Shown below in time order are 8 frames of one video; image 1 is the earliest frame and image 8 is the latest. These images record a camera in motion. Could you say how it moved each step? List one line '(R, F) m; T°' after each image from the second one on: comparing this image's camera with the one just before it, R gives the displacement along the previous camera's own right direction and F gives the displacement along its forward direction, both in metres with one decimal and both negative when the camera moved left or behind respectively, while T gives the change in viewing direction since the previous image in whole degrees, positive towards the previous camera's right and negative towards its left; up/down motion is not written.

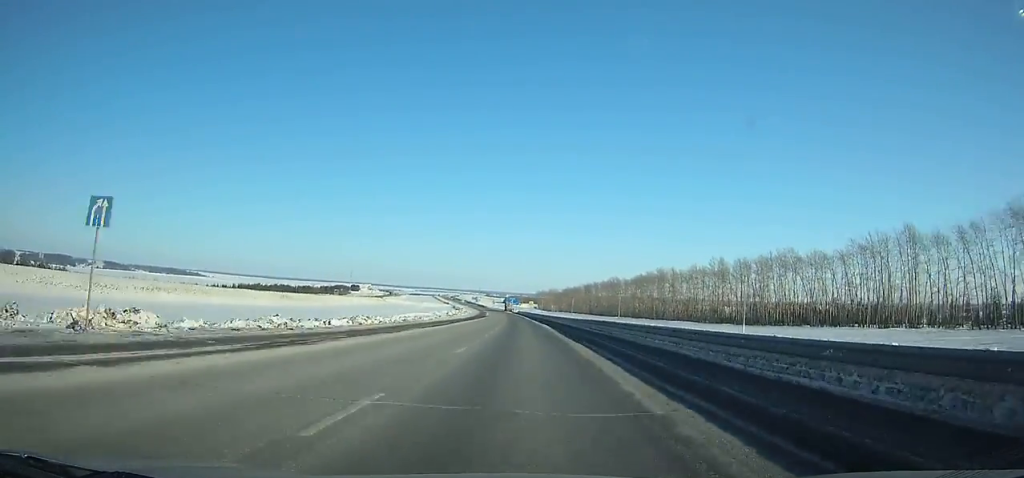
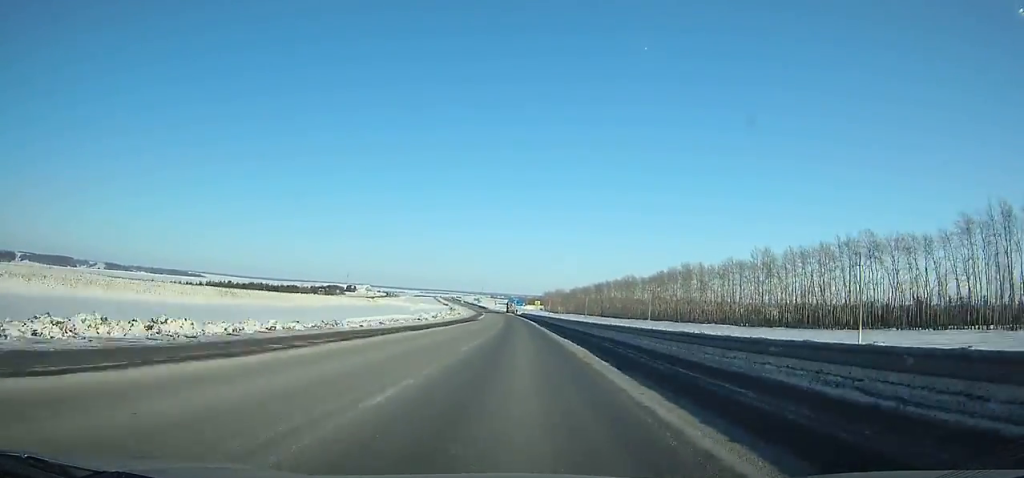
(-0.4, +32.9) m; -1°
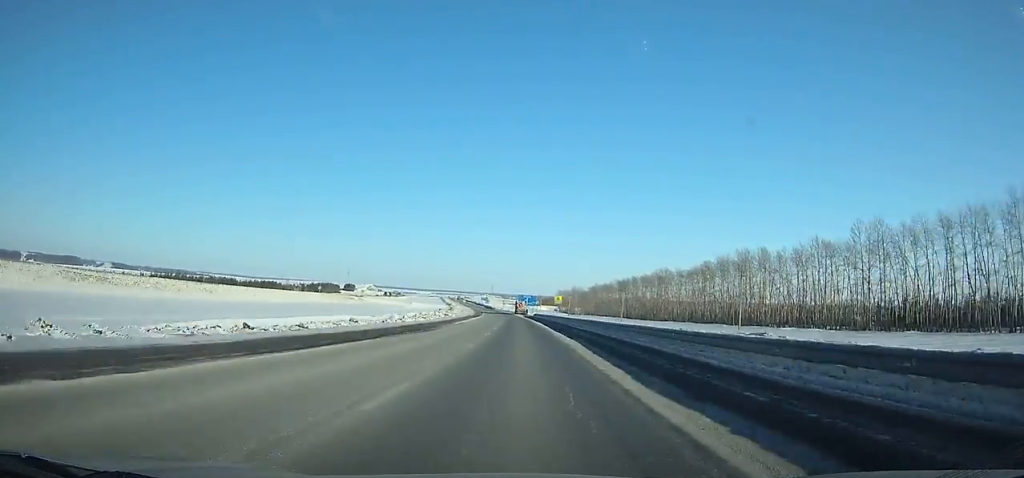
(-0.7, +46.1) m; -1°
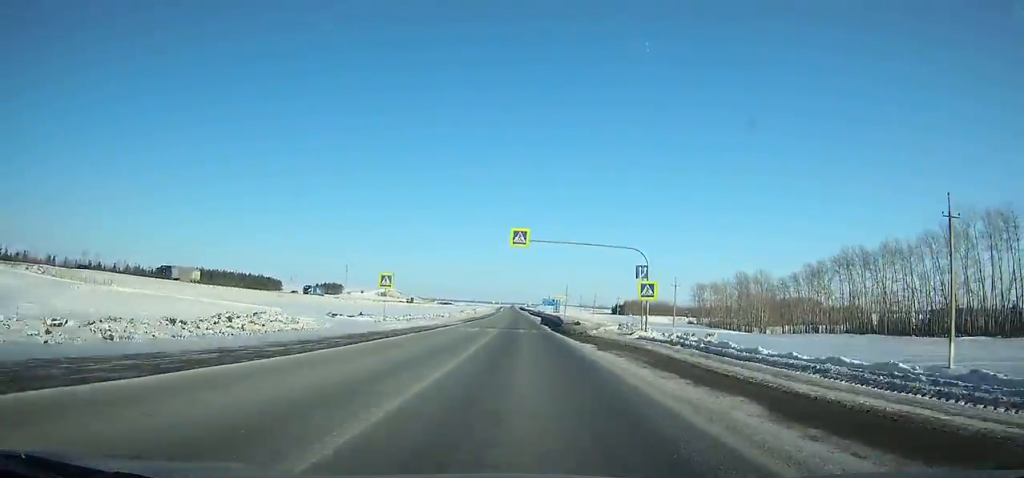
(-11.4, +231.1) m; -6°
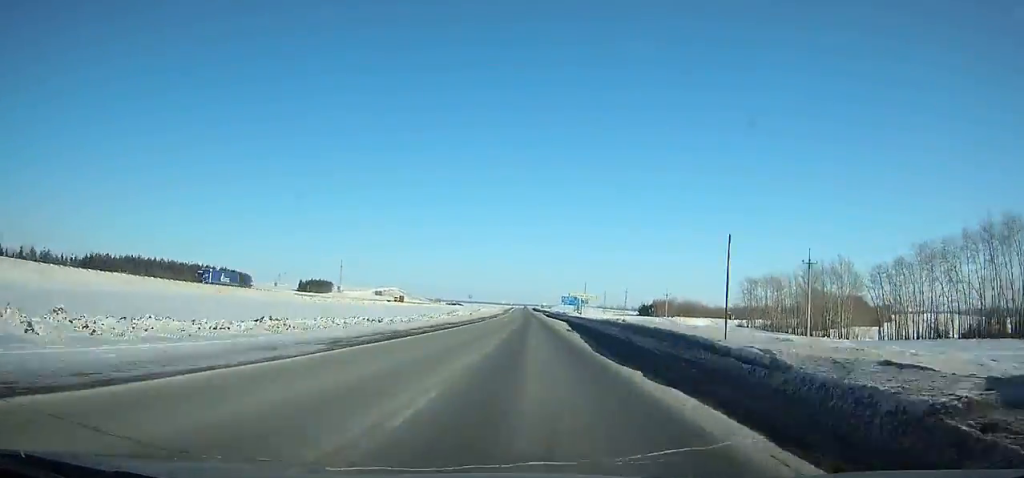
(-0.3, +44.4) m; -1°
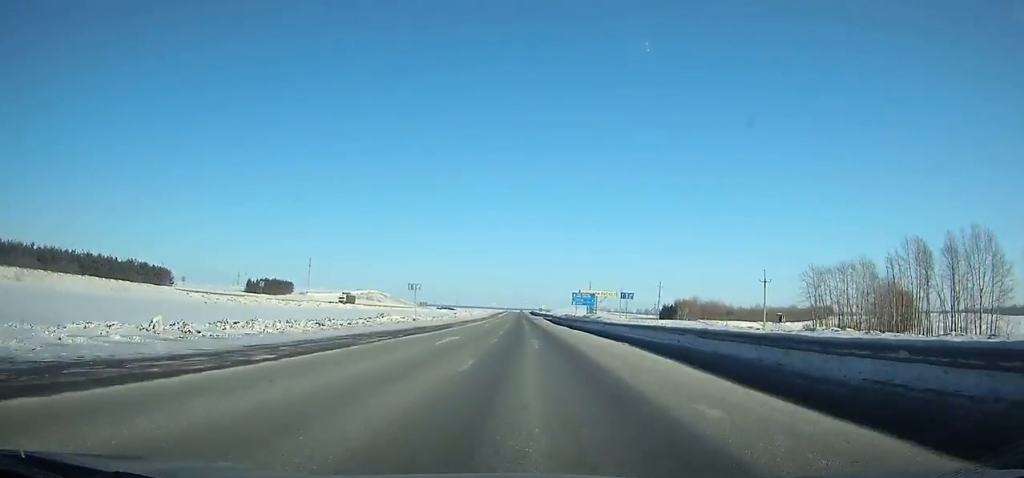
(-0.6, +52.4) m; 0°
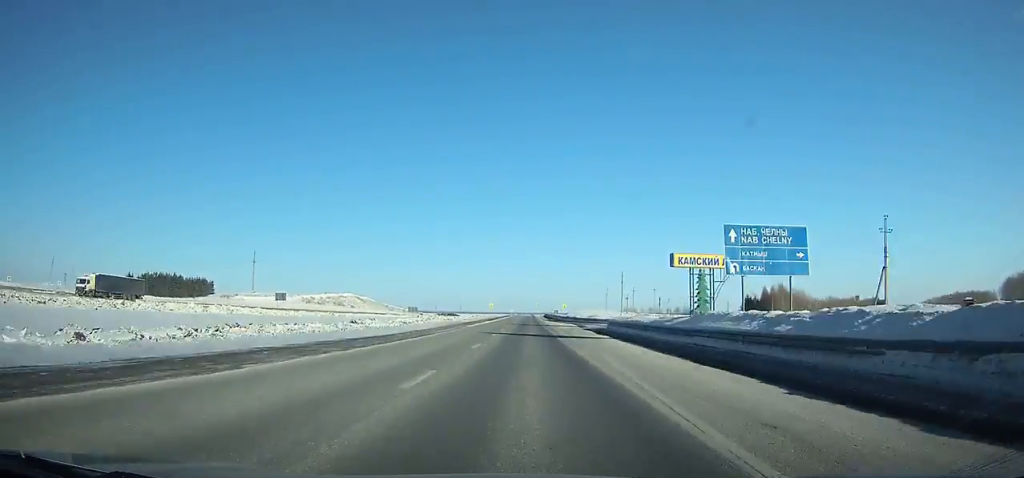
(-0.4, +84.1) m; -1°
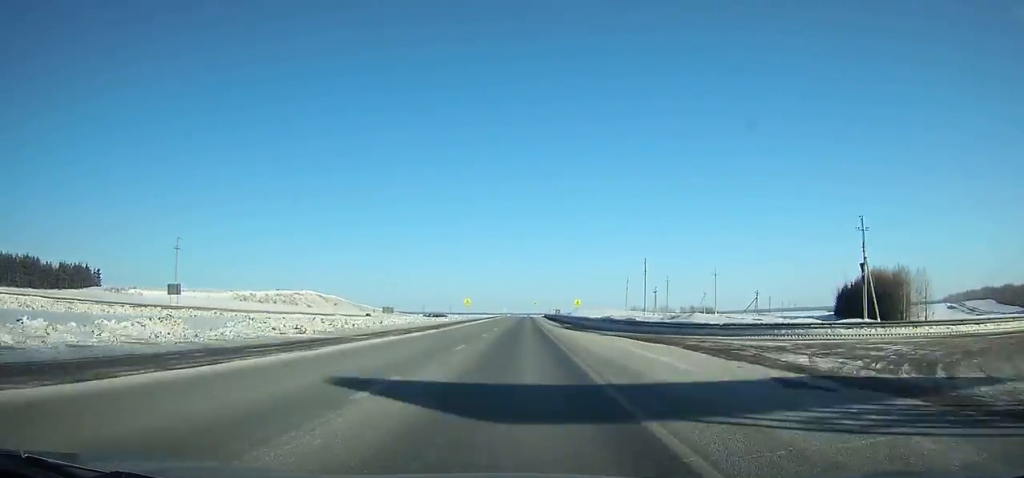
(-0.3, +60.9) m; 0°
